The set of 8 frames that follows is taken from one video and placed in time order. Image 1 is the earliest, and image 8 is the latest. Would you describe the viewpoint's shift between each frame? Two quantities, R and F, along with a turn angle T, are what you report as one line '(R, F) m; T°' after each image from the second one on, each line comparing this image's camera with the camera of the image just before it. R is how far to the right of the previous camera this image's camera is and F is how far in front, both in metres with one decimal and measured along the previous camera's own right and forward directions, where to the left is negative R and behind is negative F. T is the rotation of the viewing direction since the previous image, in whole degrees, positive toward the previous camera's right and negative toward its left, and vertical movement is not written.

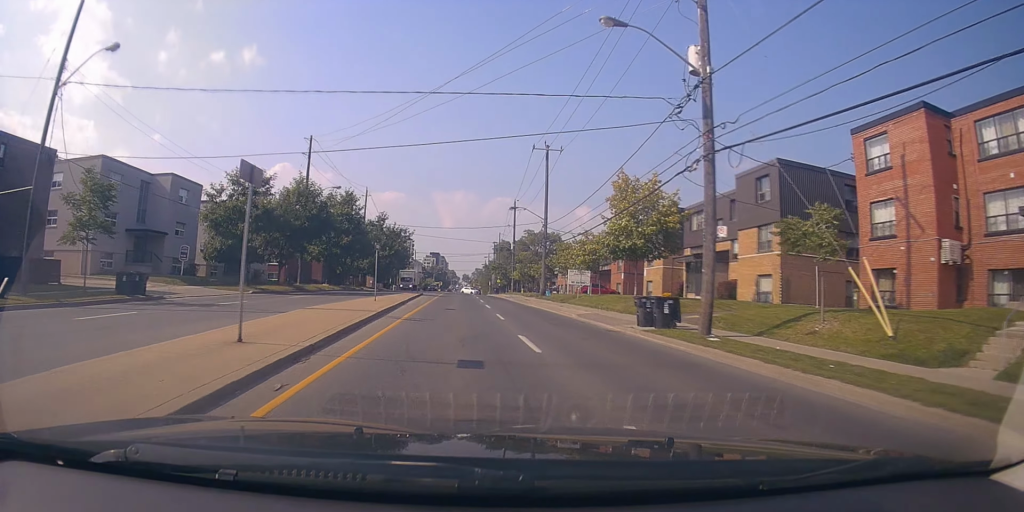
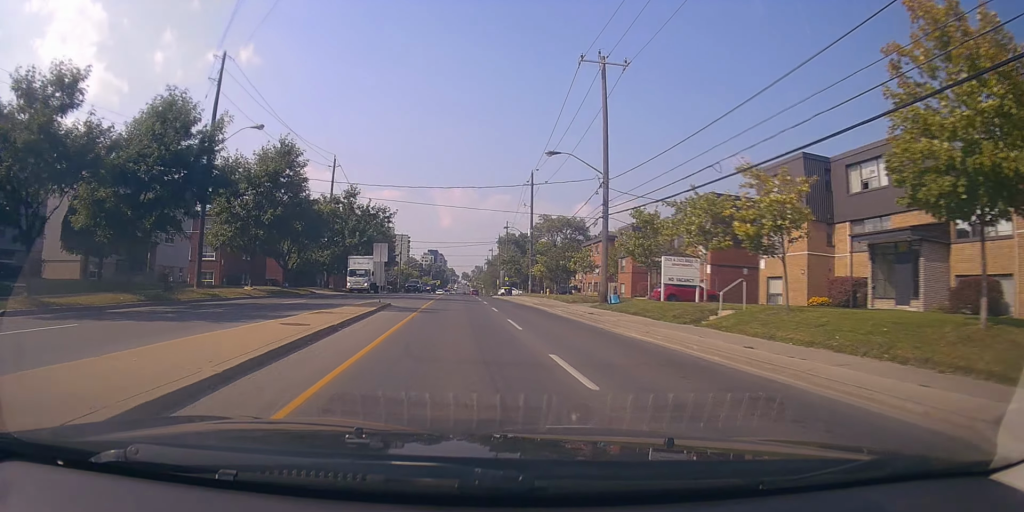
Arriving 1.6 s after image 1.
(+0.3, +22.6) m; +1°
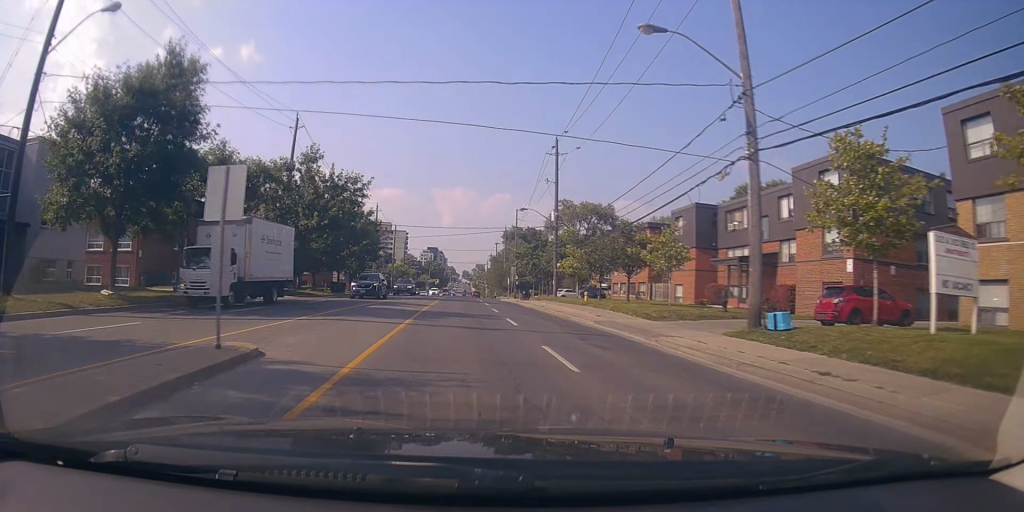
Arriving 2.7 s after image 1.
(0.0, +16.7) m; -1°
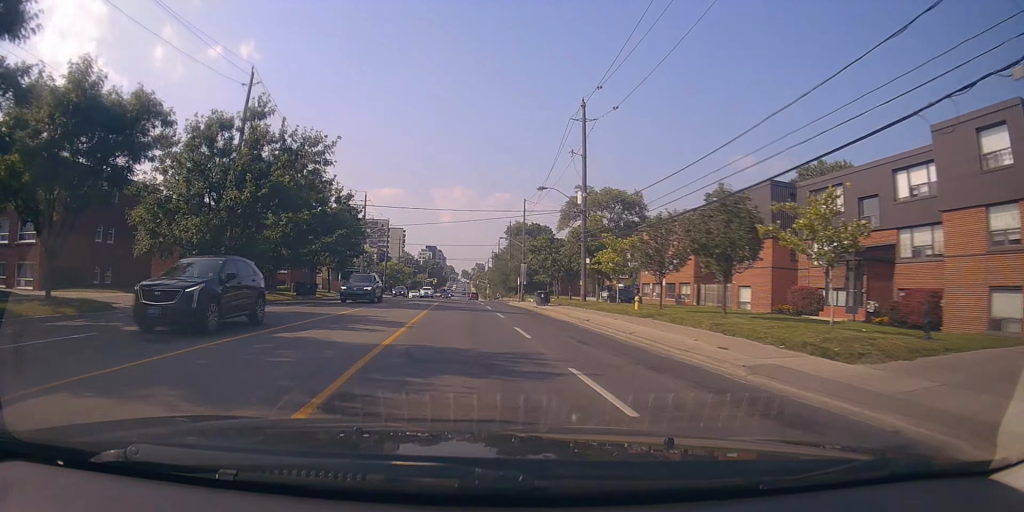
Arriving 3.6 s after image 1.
(-0.1, +11.9) m; -1°
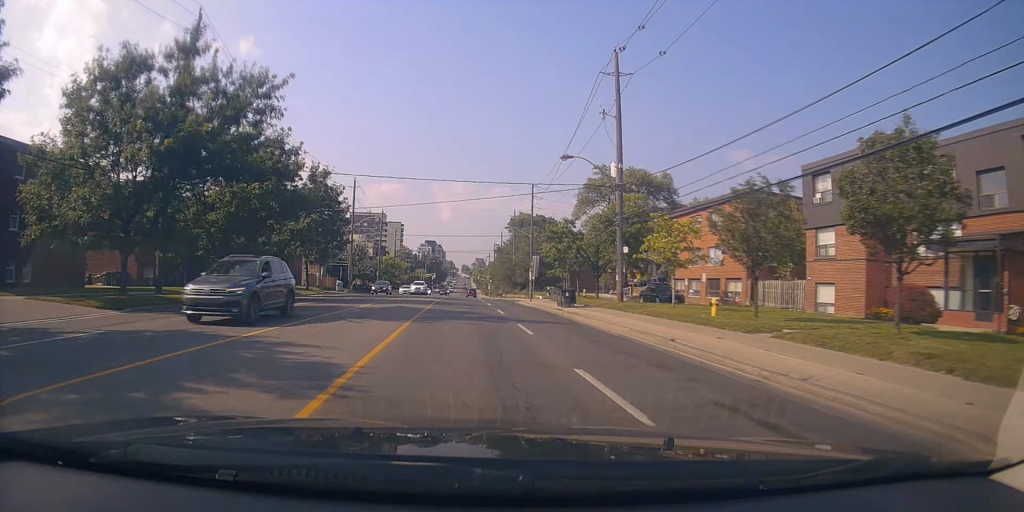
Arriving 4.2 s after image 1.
(-0.2, +9.0) m; +1°
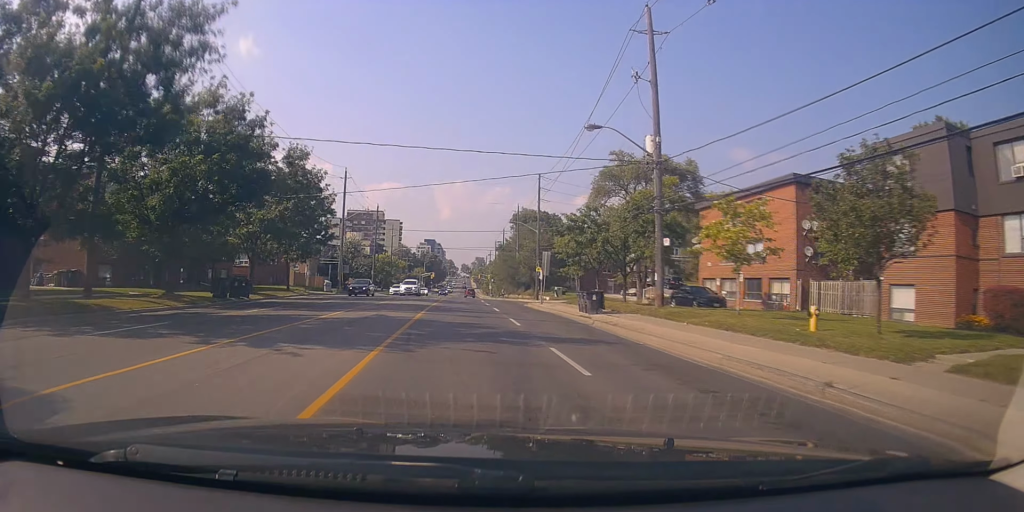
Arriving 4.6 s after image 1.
(+0.1, +6.1) m; +1°
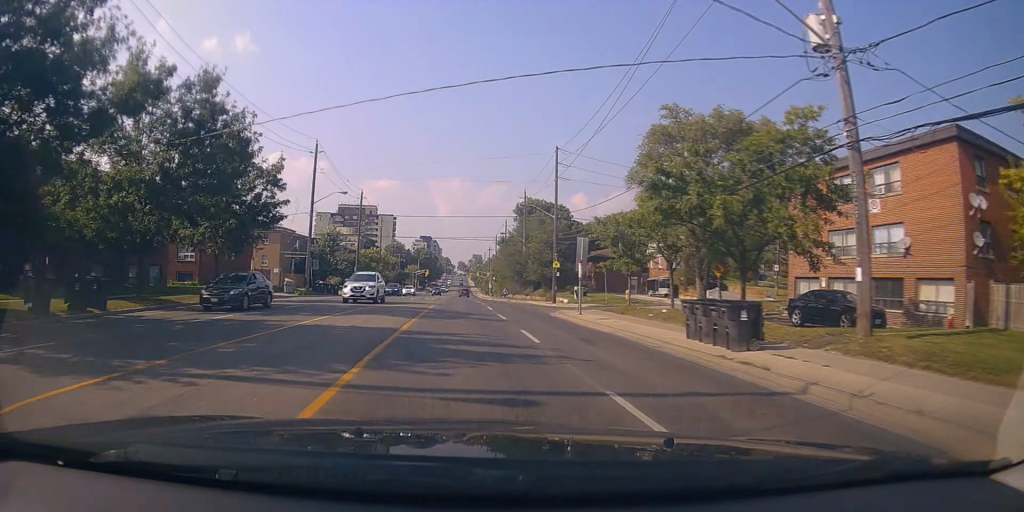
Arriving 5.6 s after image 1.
(+0.4, +13.6) m; +1°
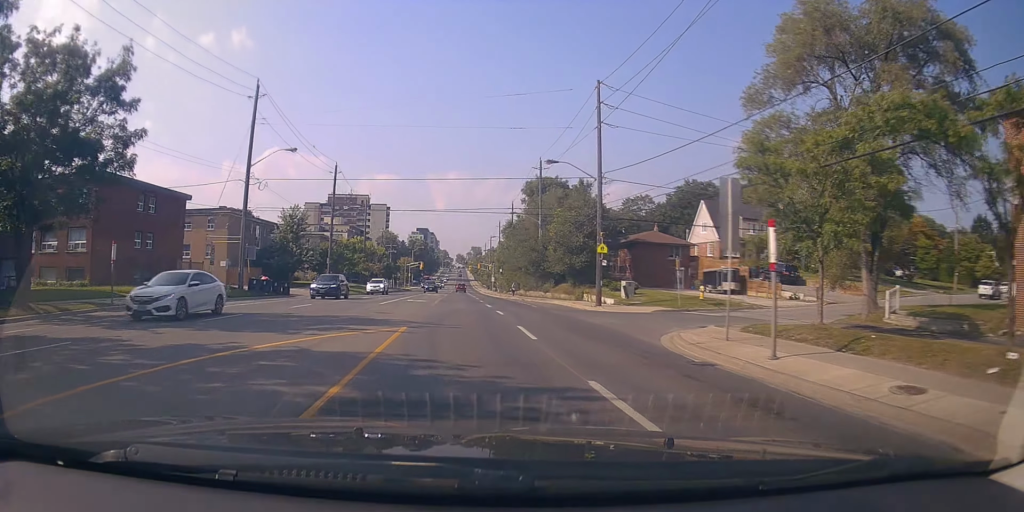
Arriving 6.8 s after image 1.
(-0.1, +17.4) m; -1°
